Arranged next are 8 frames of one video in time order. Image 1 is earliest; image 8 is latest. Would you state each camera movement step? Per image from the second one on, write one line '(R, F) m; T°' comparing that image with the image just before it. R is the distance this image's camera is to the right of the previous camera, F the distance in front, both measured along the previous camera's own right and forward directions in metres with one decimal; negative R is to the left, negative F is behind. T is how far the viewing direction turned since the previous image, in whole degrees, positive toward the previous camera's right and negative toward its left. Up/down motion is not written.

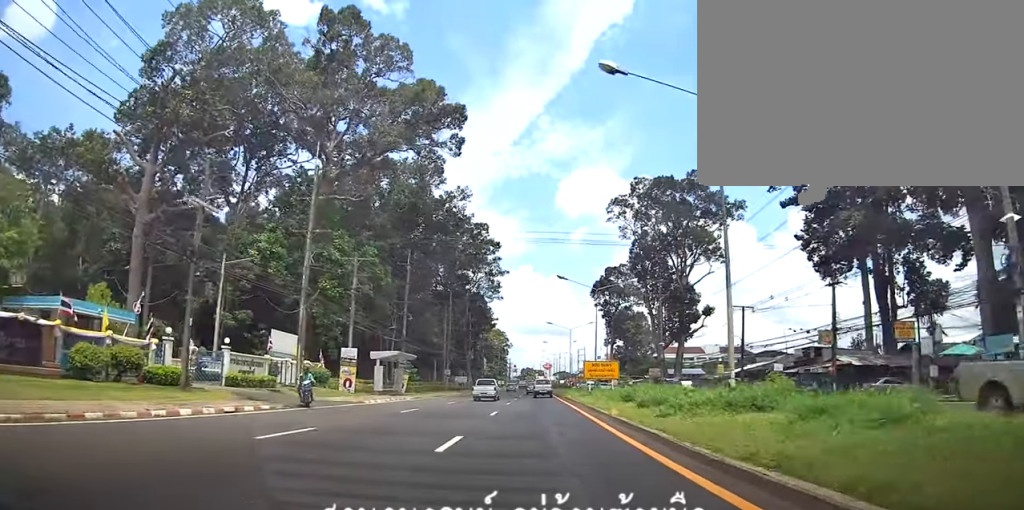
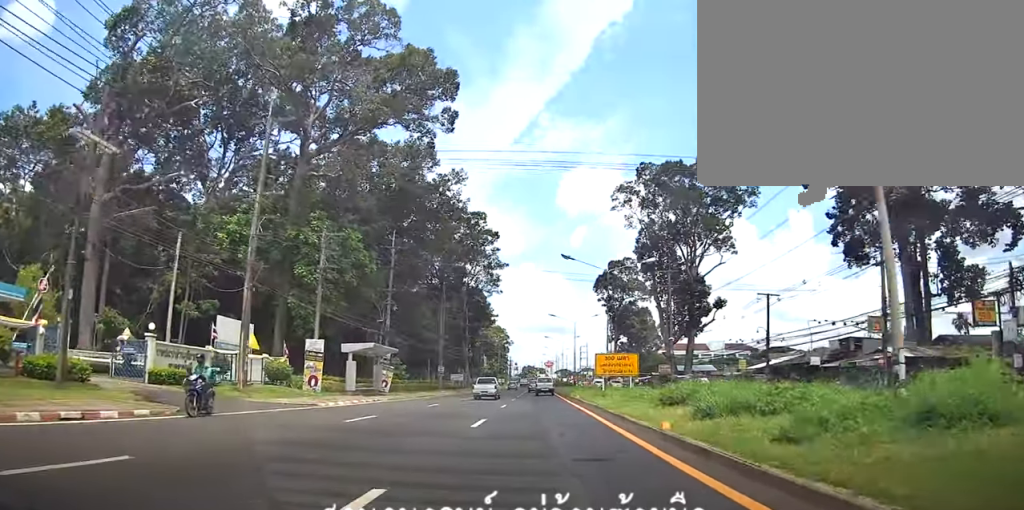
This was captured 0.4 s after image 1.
(0.0, +6.7) m; 0°
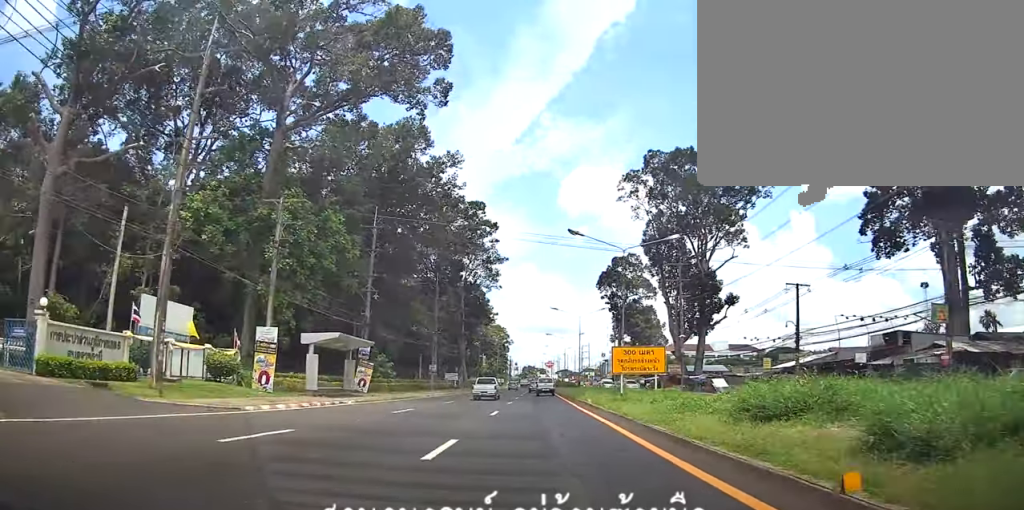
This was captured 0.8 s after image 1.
(0.0, +6.5) m; 0°
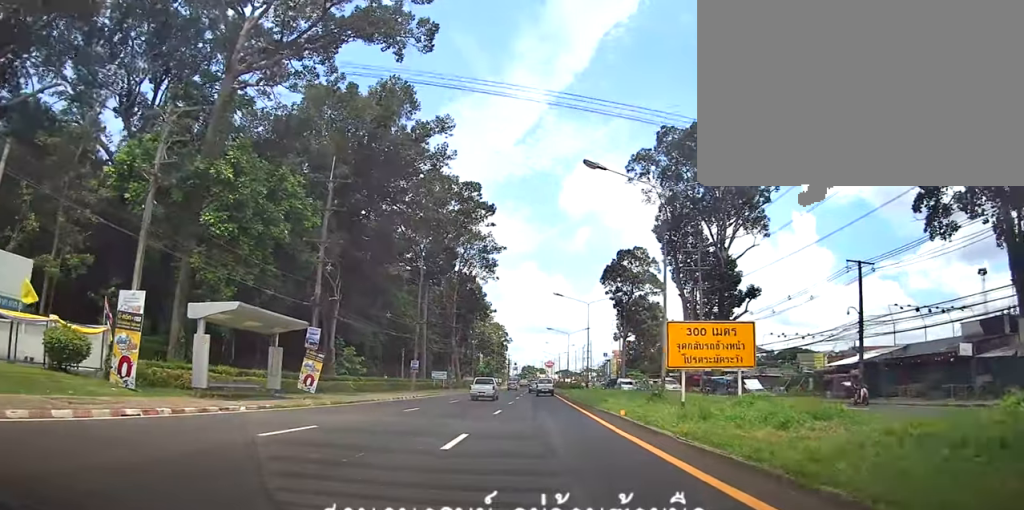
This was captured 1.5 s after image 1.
(-0.1, +10.4) m; 0°
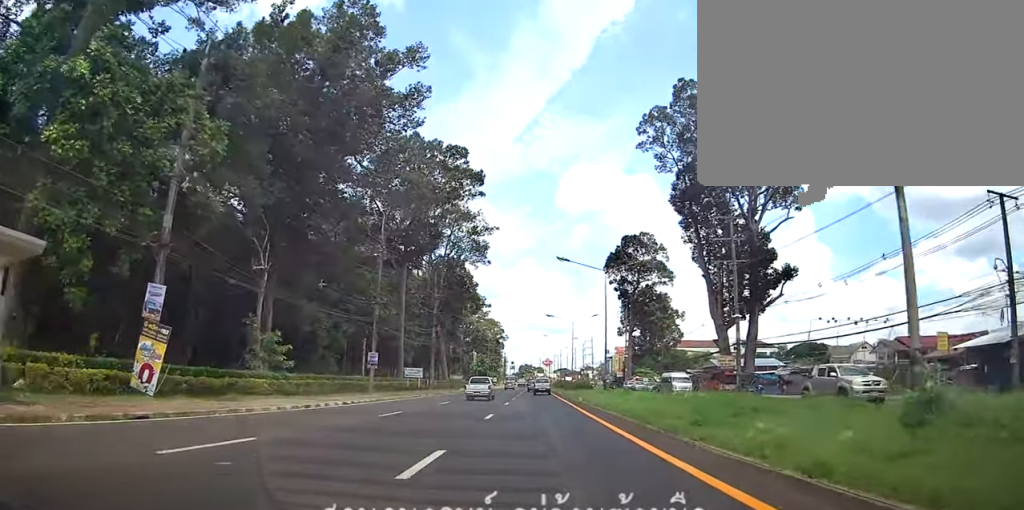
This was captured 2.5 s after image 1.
(+0.1, +14.8) m; 0°
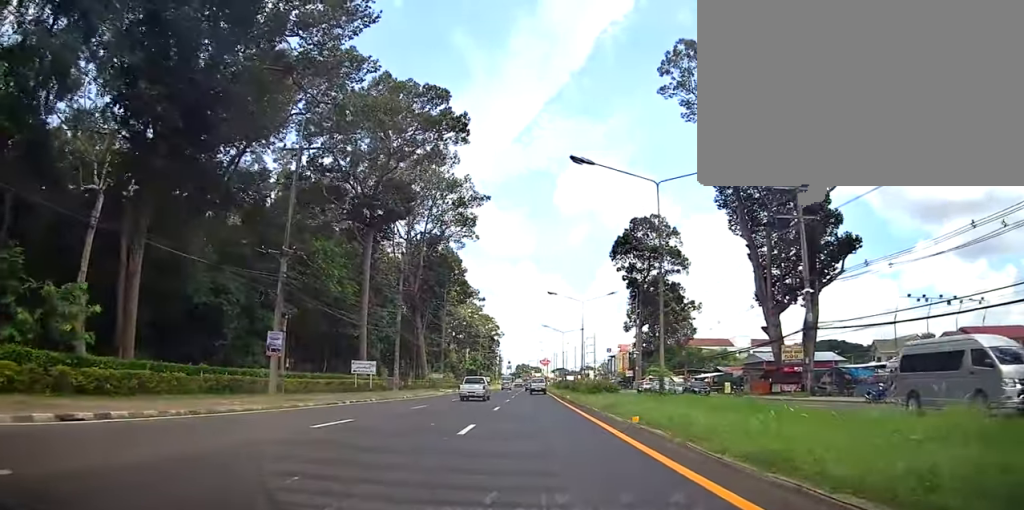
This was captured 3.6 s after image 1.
(+0.1, +17.2) m; 0°
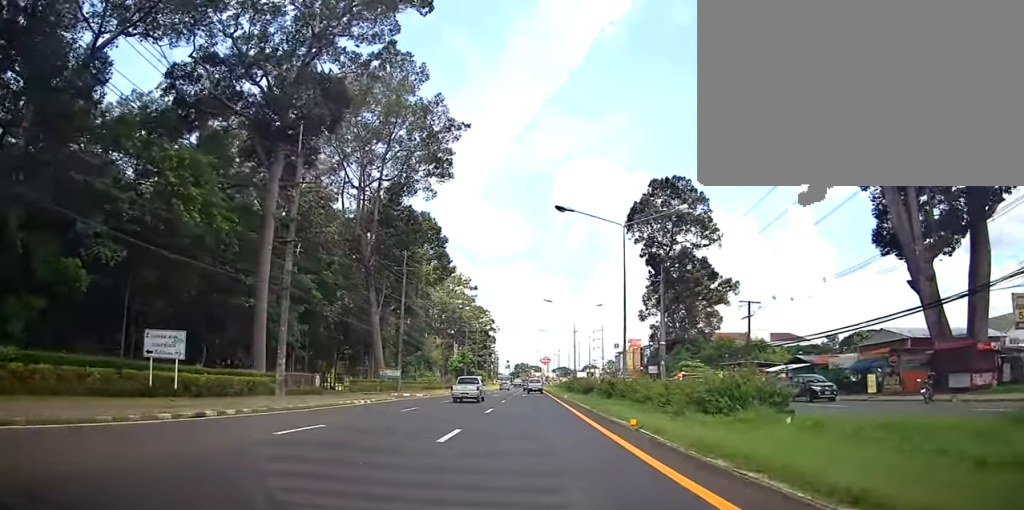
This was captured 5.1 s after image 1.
(-0.1, +24.9) m; +1°
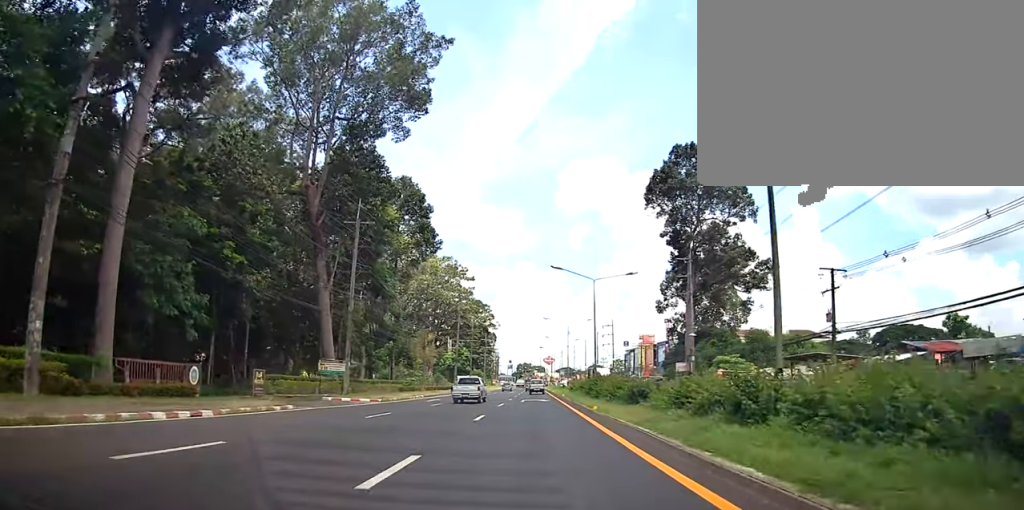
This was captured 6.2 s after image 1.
(+0.3, +16.8) m; +1°
